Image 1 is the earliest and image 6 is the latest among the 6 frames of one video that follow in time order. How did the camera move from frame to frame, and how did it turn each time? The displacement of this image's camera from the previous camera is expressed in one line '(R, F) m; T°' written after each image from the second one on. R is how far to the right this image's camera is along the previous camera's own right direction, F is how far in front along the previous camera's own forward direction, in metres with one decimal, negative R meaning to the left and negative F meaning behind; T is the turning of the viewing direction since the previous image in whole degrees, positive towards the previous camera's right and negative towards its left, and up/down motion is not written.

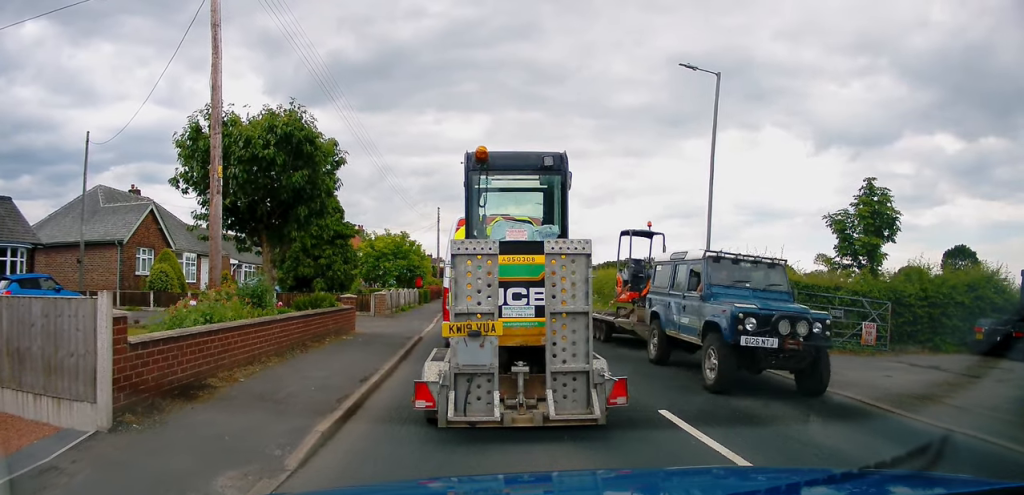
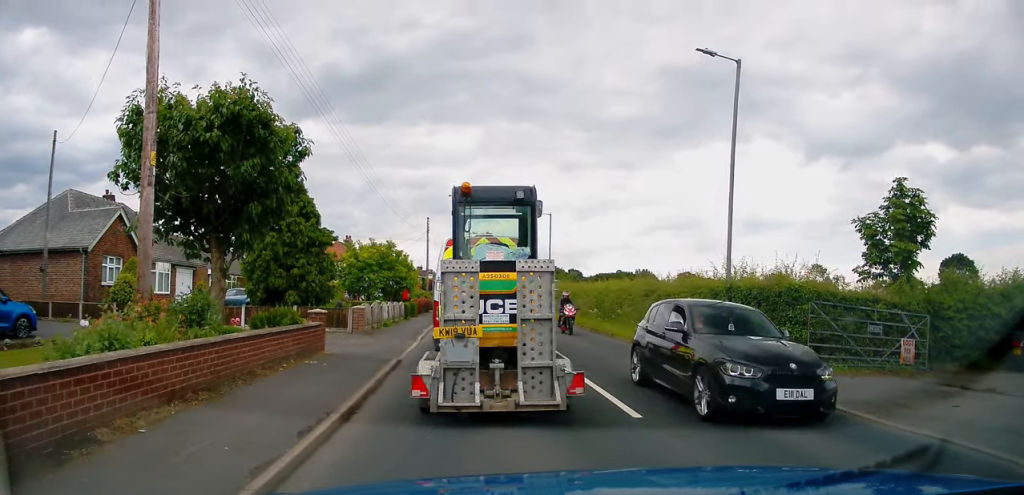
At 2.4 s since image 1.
(-0.6, +2.5) m; -5°
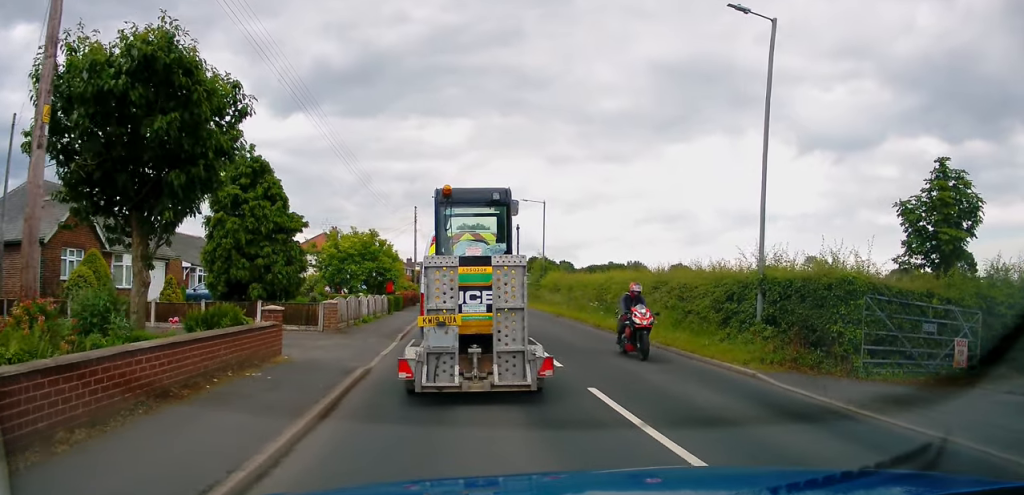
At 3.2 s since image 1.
(0.0, +2.2) m; +1°
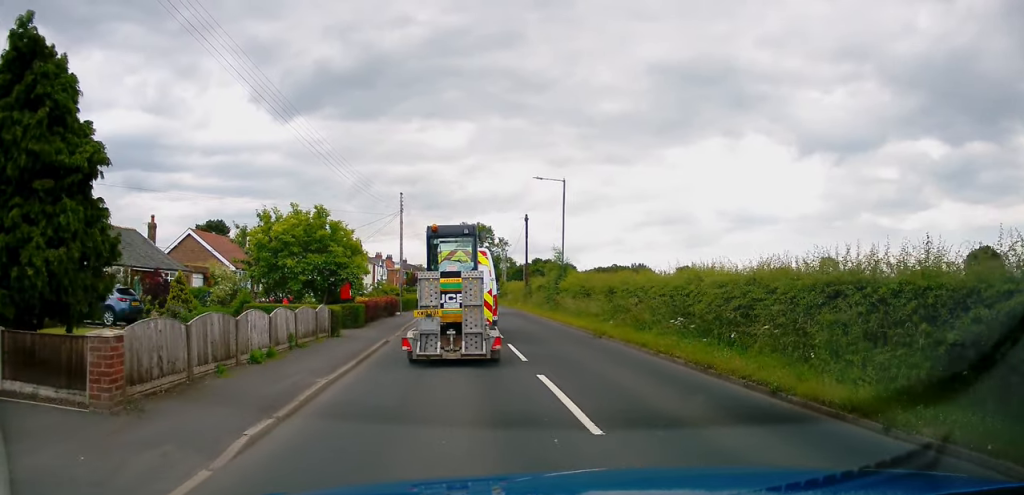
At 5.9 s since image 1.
(0.0, +10.4) m; -1°
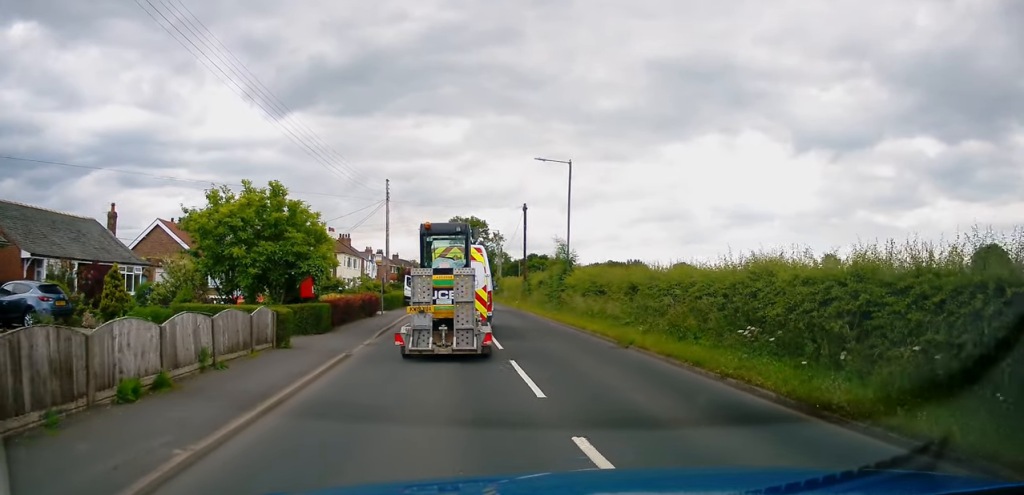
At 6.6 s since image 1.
(0.0, +3.9) m; +1°
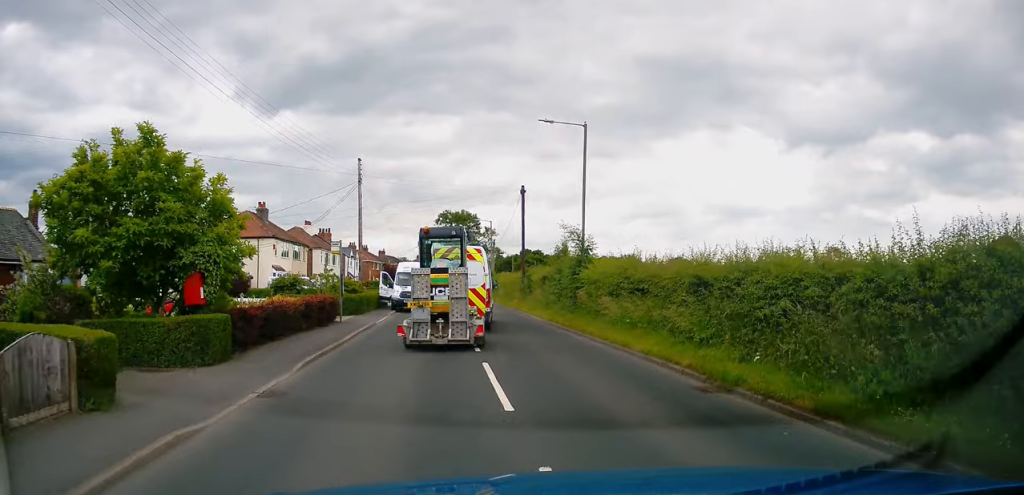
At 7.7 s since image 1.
(+0.1, +6.9) m; +1°
